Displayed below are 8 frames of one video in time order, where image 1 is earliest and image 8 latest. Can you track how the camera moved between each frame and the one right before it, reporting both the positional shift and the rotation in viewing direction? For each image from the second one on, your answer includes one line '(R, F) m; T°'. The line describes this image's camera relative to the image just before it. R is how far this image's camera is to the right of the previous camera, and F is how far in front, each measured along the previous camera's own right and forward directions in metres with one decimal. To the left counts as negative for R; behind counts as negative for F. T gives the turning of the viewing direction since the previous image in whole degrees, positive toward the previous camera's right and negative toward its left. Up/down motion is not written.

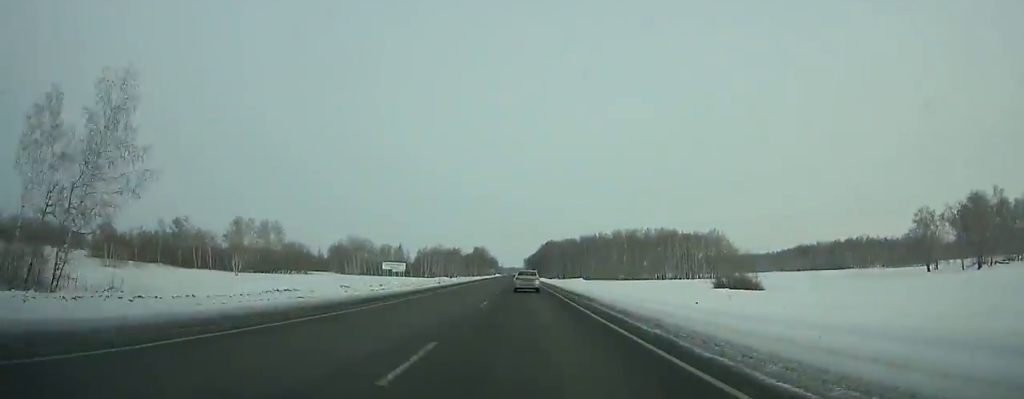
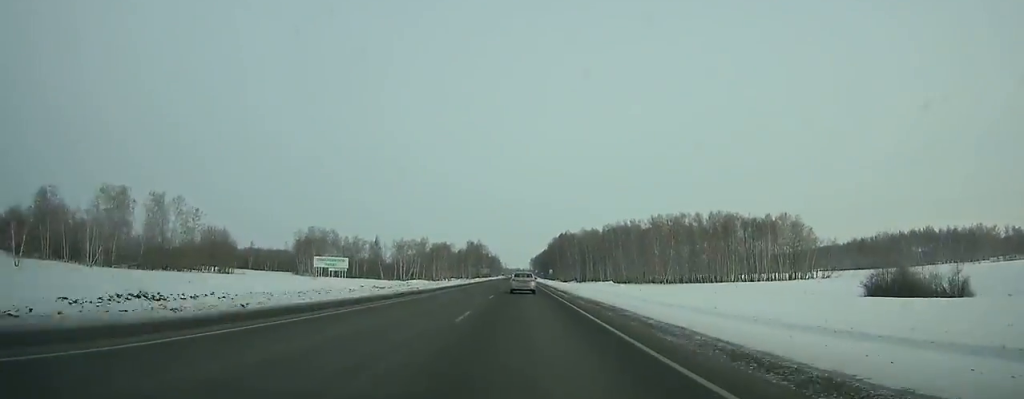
(-0.3, +70.0) m; 0°
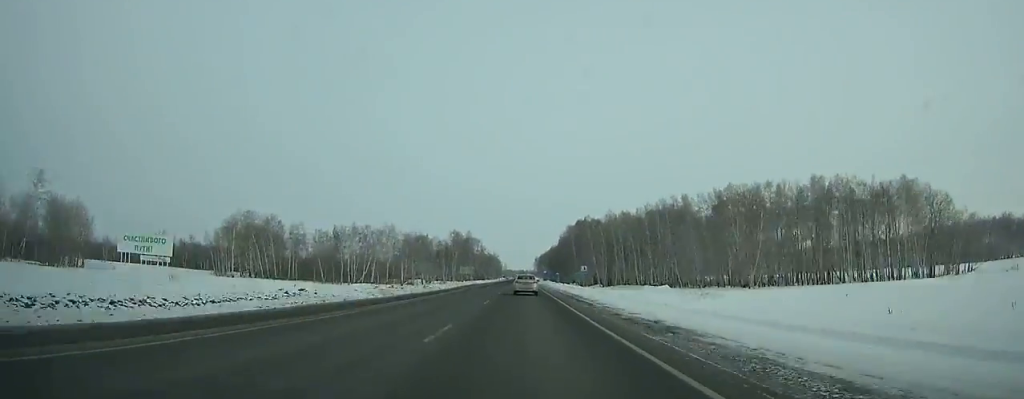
(-0.1, +69.2) m; 0°
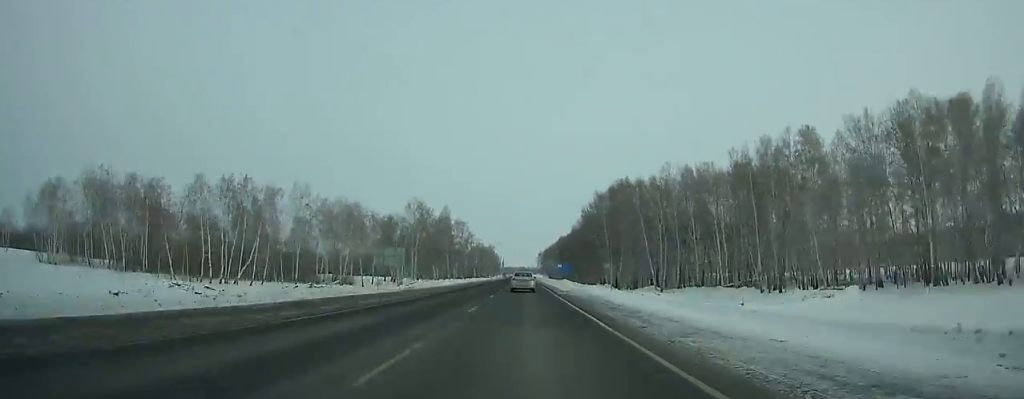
(-0.1, +68.7) m; 0°
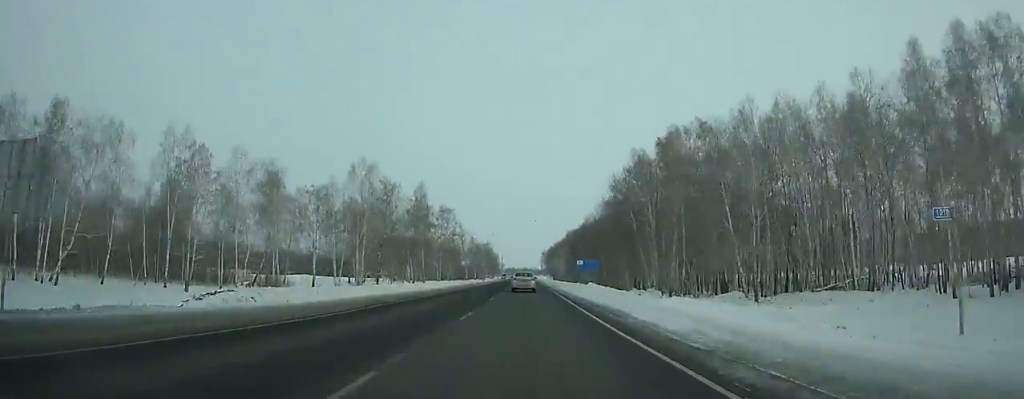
(0.0, +39.5) m; 0°
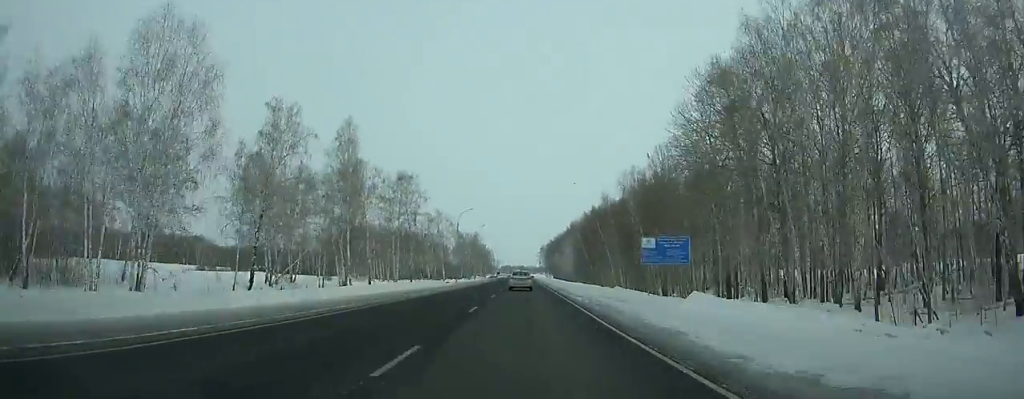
(0.0, +44.7) m; 0°
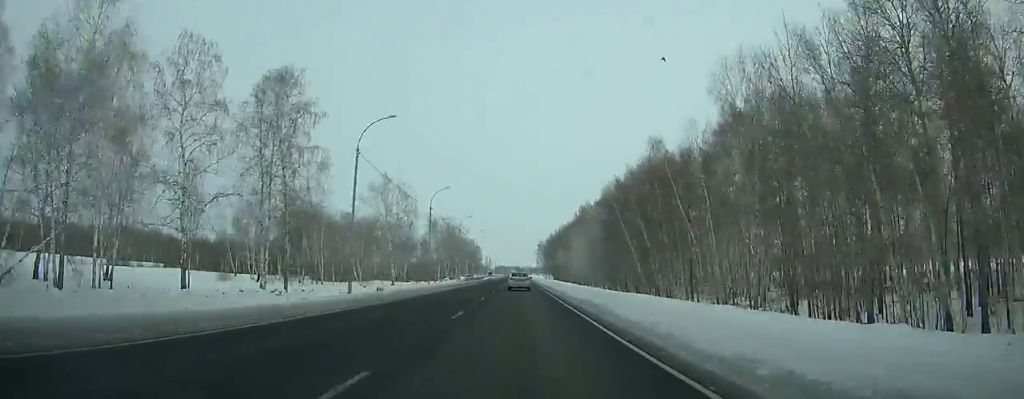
(0.0, +53.0) m; 0°
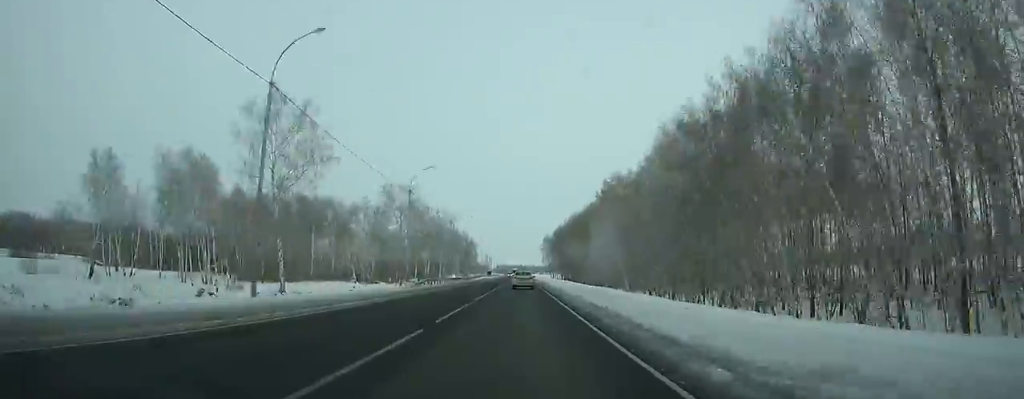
(+0.1, +42.6) m; 0°
